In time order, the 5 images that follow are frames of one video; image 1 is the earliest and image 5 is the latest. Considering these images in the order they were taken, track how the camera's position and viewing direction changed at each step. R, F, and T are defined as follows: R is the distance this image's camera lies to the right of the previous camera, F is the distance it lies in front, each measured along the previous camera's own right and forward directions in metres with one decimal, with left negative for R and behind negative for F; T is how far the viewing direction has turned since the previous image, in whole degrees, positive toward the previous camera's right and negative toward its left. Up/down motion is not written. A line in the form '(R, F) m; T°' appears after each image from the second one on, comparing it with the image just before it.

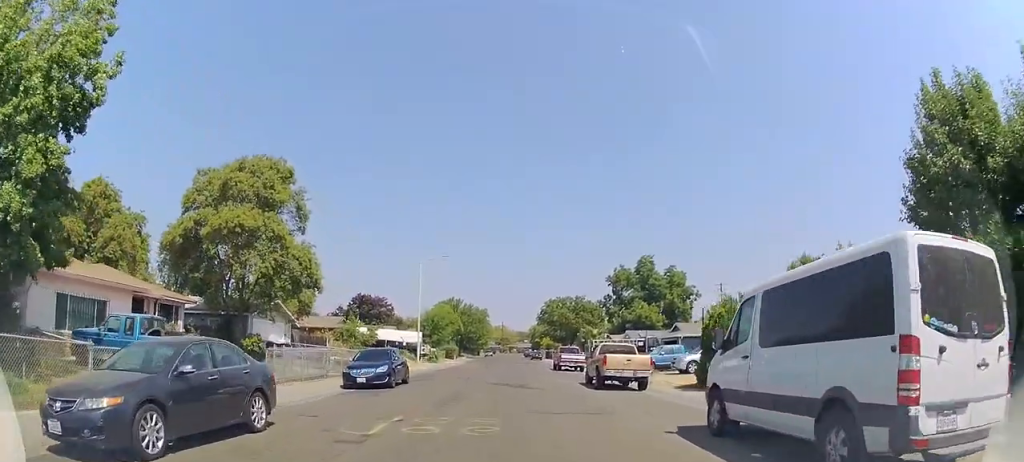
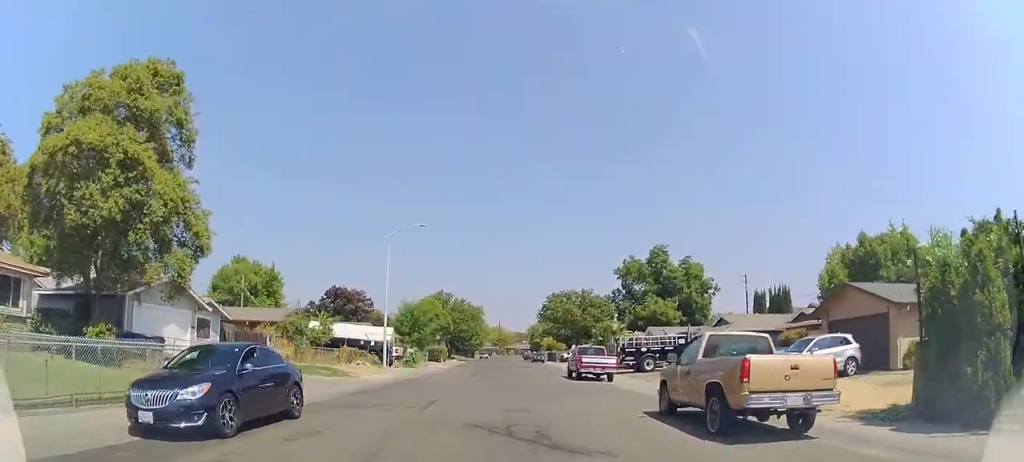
(0.0, +11.3) m; 0°
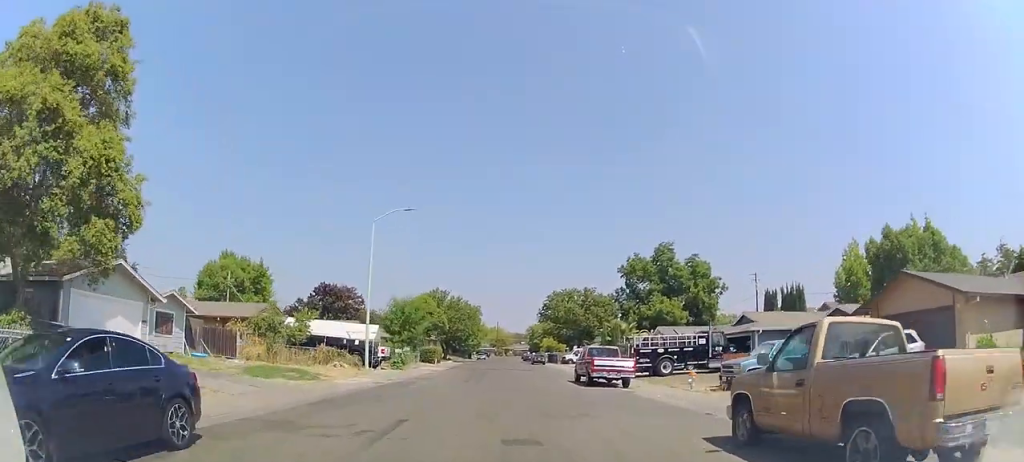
(0.0, +4.0) m; 0°
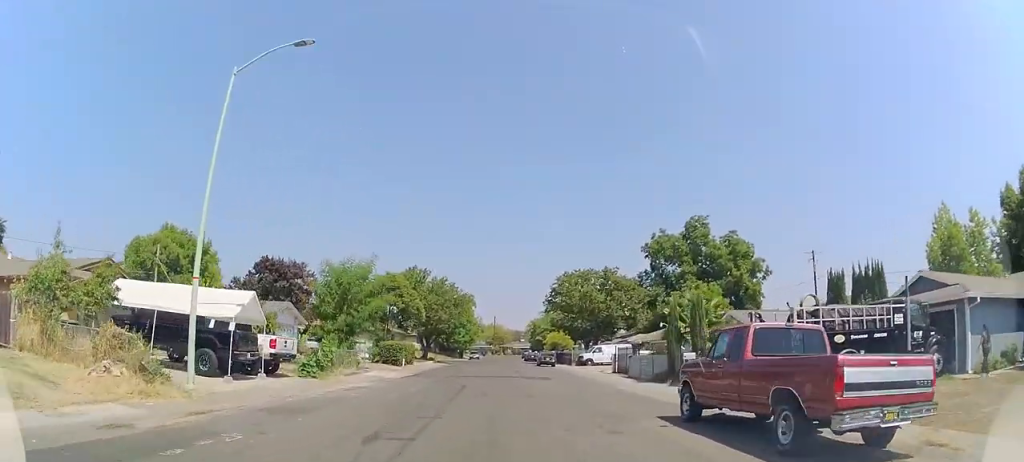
(0.0, +17.8) m; 0°
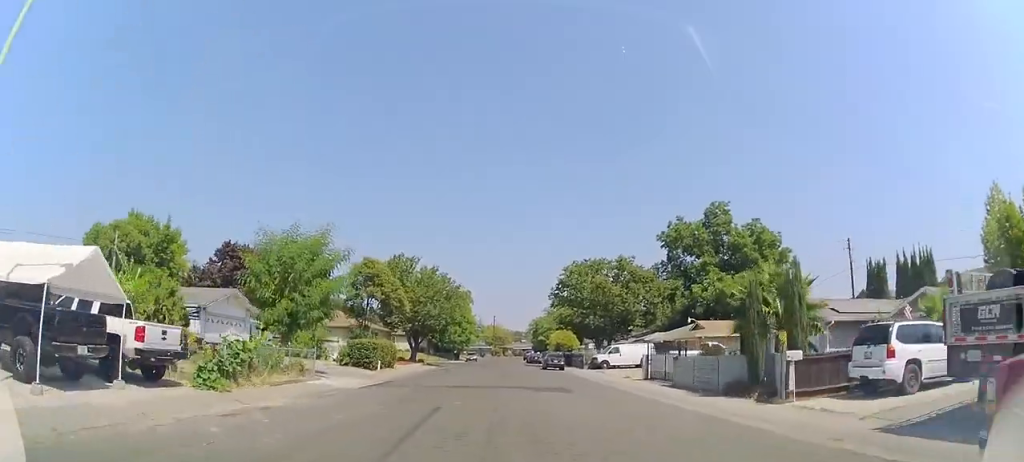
(0.0, +8.0) m; 0°
